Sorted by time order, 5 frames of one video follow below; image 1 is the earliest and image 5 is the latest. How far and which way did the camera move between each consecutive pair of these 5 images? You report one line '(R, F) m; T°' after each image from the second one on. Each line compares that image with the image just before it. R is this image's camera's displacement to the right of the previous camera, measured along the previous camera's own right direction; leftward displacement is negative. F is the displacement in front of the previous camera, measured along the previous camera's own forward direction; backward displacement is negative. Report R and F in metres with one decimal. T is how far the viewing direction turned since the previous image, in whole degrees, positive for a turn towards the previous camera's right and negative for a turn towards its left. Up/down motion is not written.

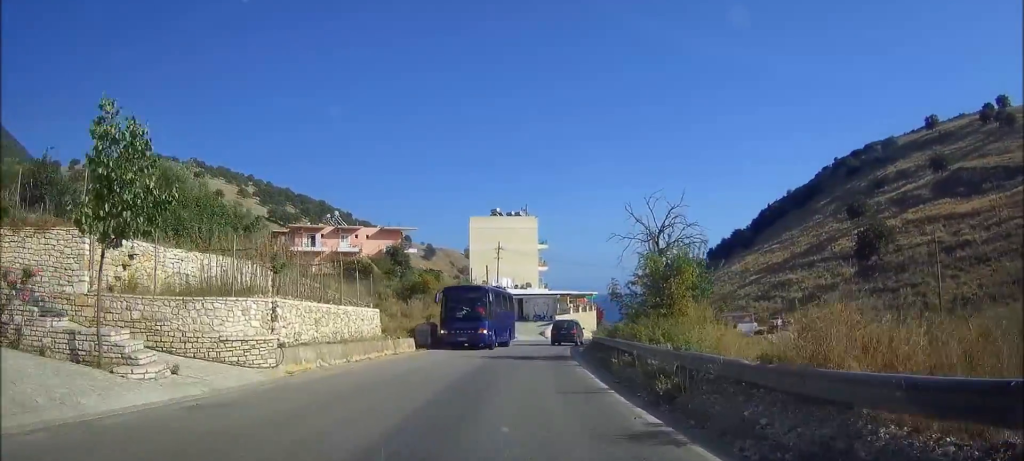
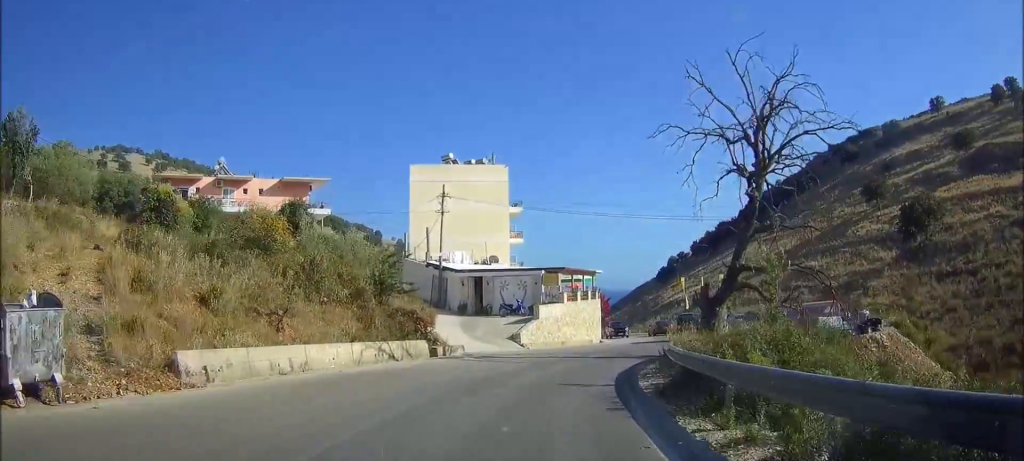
(+1.3, +30.0) m; +6°
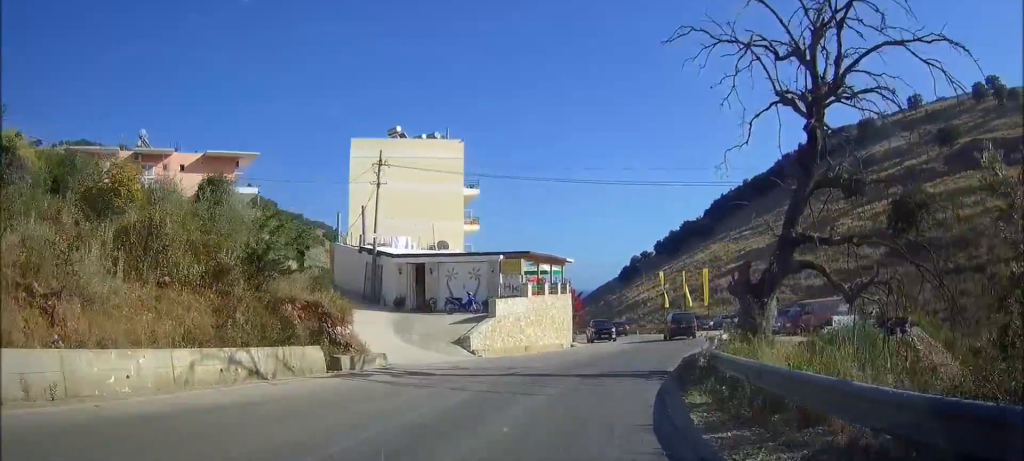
(+0.4, +9.2) m; +5°
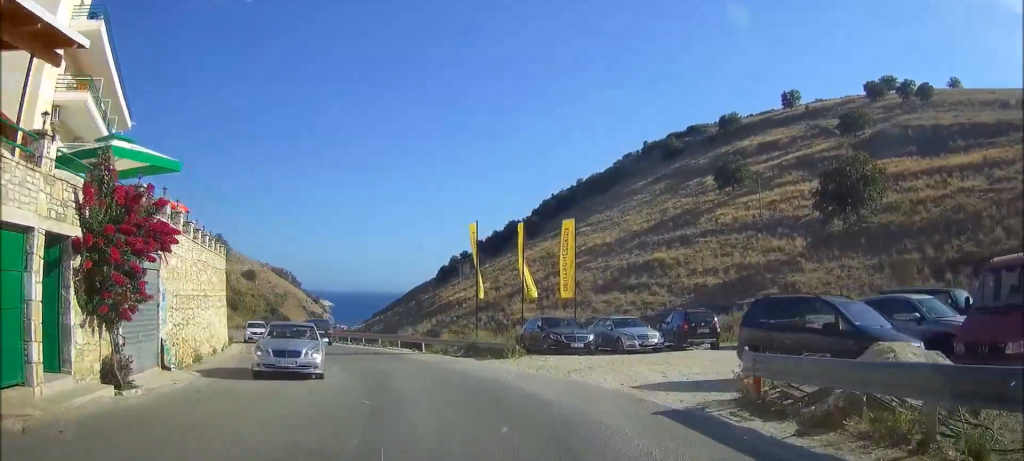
(+3.9, +35.6) m; +3°
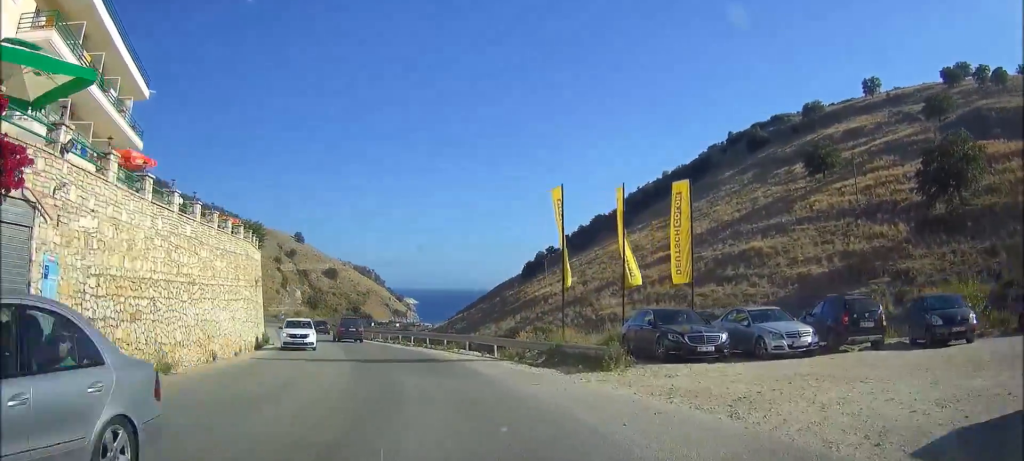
(-0.3, +7.8) m; -3°
